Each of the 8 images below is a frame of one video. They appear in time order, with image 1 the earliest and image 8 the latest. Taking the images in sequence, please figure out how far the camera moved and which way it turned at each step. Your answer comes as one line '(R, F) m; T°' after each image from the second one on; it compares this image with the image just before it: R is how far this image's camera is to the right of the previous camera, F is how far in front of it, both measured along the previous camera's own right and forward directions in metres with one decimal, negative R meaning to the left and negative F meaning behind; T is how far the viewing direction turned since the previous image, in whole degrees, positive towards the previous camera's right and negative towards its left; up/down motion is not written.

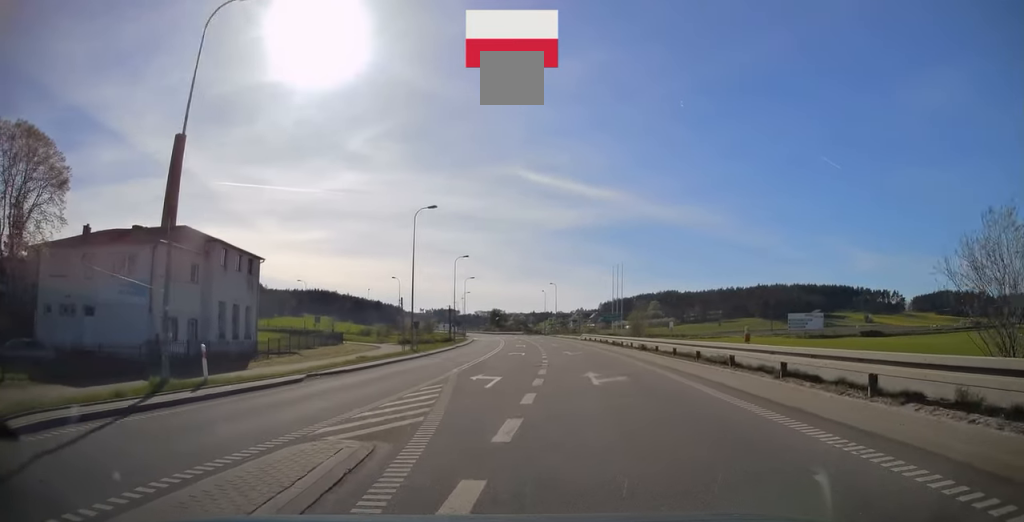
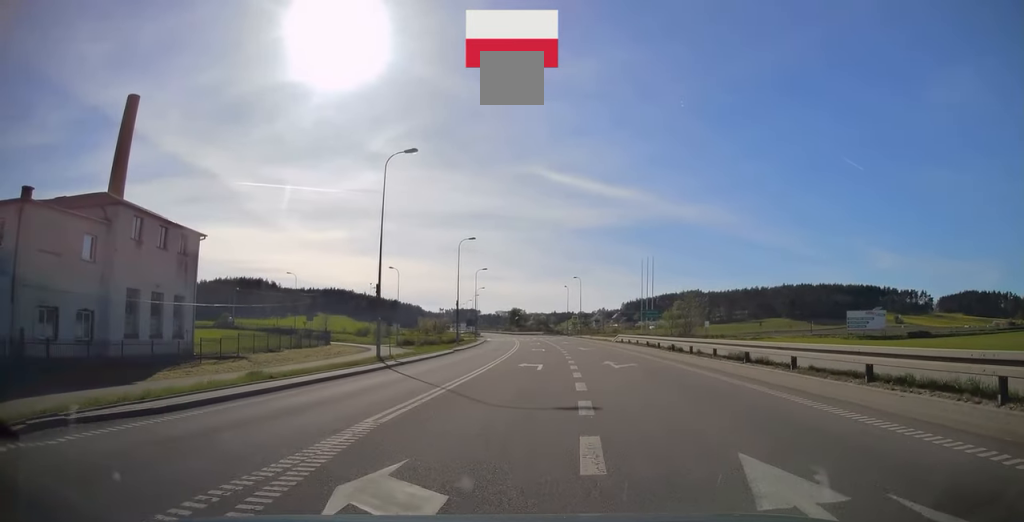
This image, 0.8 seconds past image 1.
(+0.1, +13.8) m; -2°
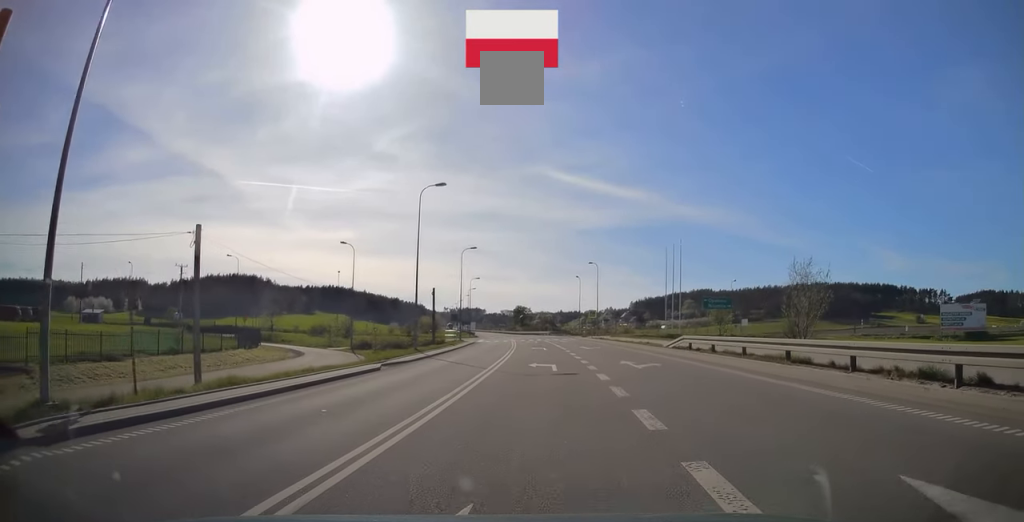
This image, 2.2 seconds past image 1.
(-0.9, +21.6) m; -2°
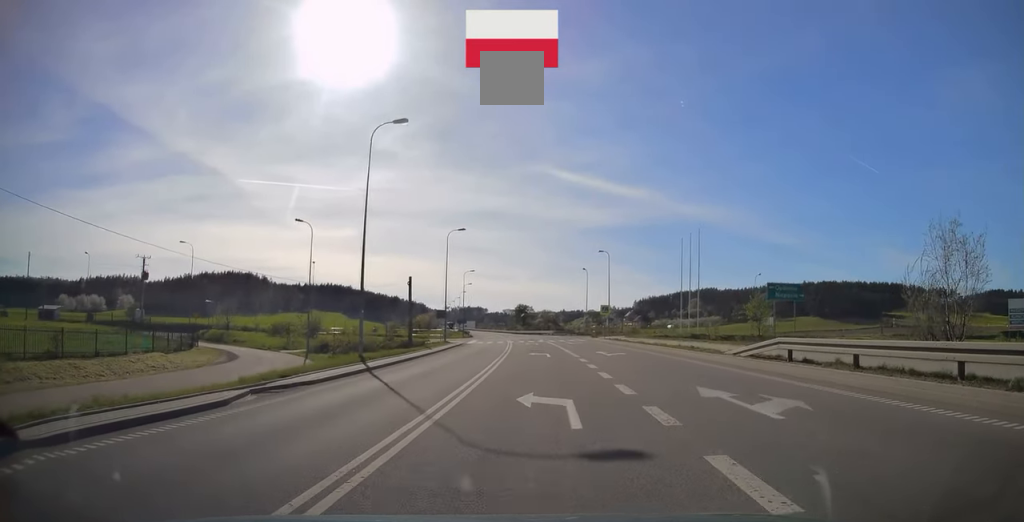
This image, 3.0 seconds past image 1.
(+0.4, +11.9) m; 0°
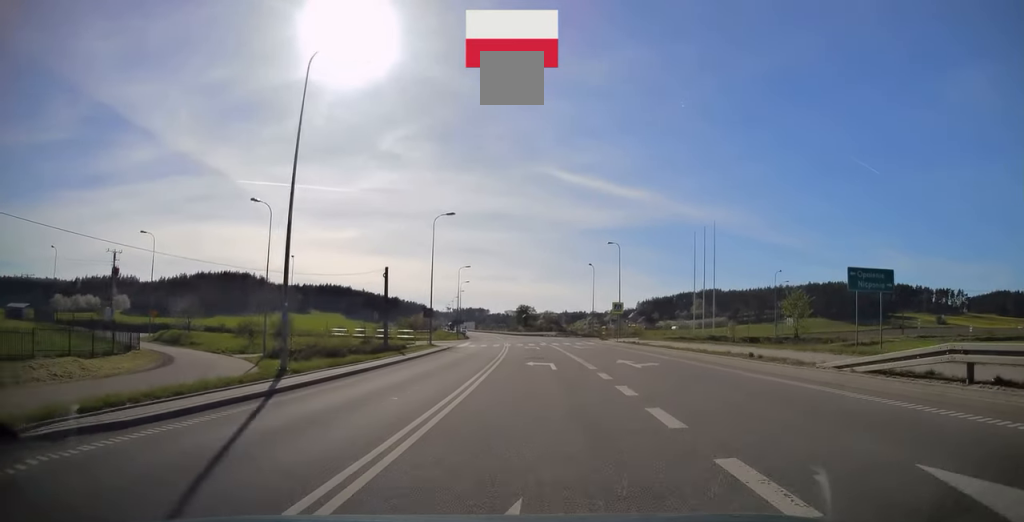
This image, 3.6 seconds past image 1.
(-0.2, +8.0) m; -1°
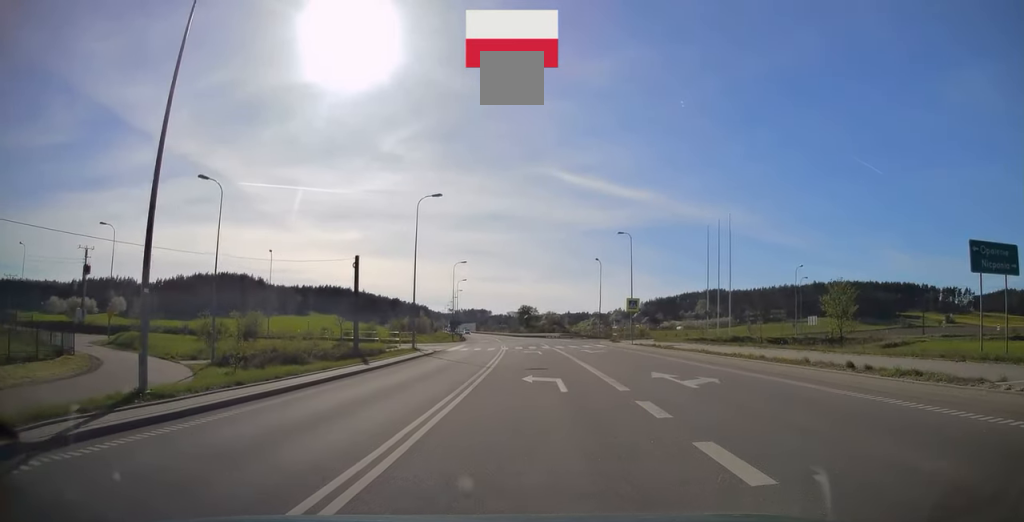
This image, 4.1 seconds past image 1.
(-0.1, +7.3) m; -1°
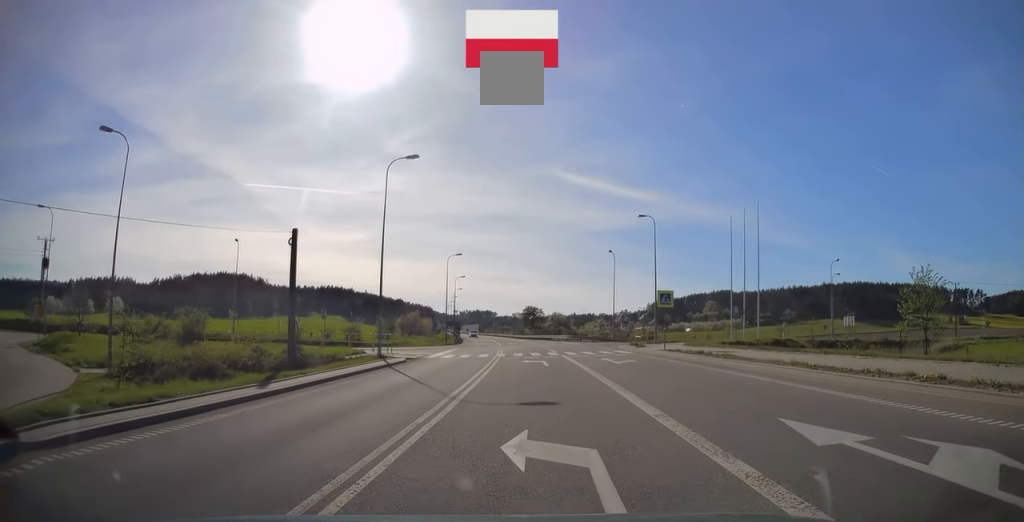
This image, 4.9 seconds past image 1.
(+0.1, +9.7) m; -1°
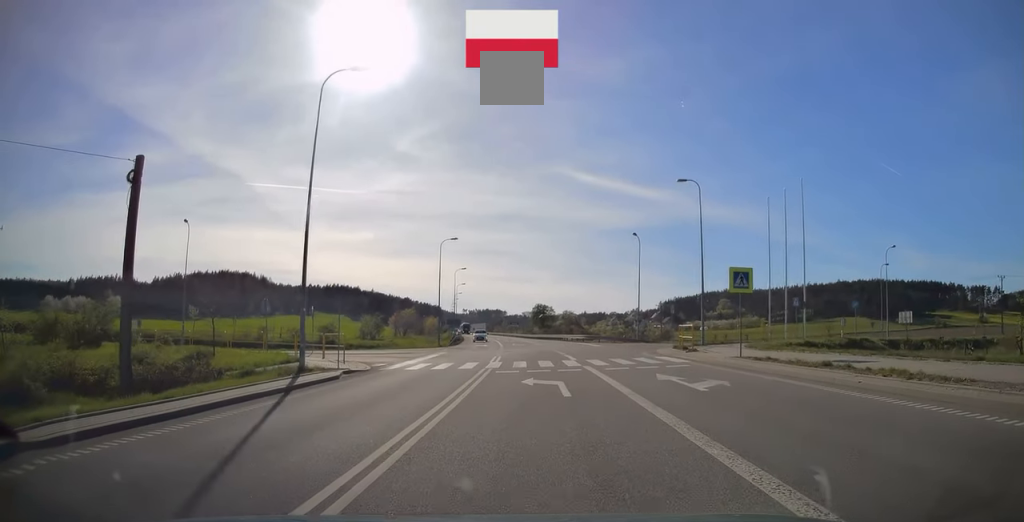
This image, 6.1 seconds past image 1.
(-0.3, +11.6) m; -1°
